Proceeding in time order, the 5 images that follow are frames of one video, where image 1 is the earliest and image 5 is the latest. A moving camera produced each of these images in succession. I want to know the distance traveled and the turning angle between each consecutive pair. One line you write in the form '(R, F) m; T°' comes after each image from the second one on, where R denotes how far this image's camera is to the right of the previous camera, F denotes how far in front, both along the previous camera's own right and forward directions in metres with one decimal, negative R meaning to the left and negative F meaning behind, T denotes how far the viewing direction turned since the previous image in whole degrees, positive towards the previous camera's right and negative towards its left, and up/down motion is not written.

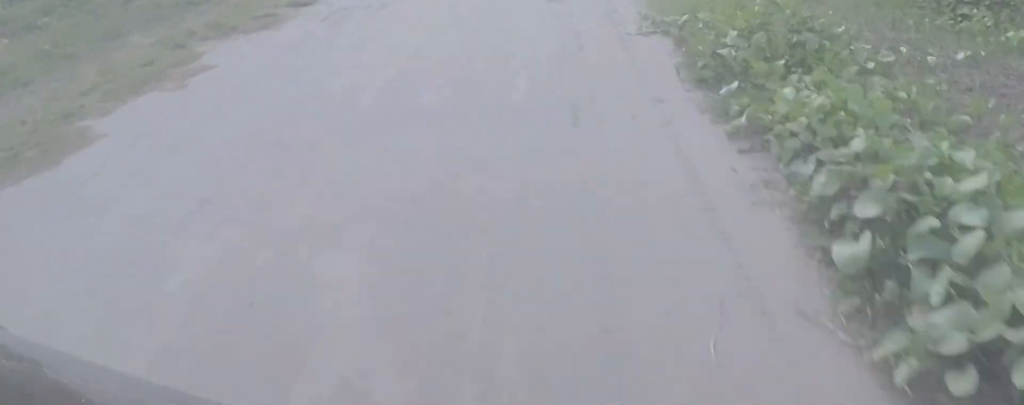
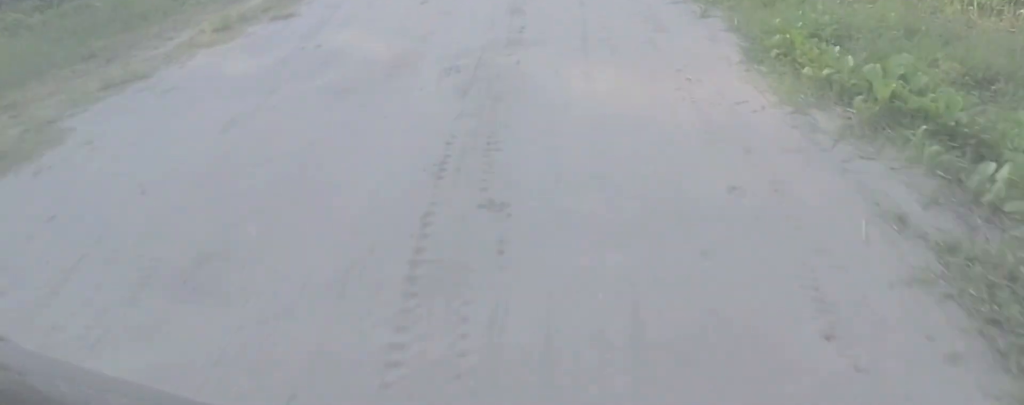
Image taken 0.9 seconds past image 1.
(+0.2, +7.9) m; +2°
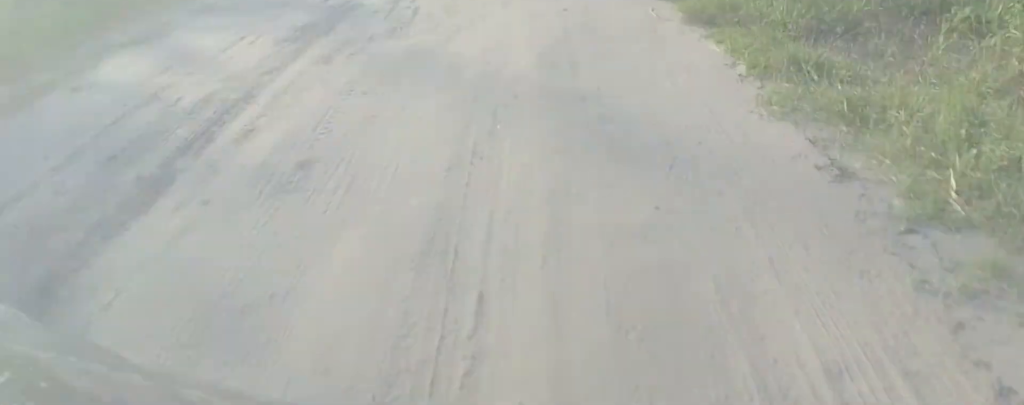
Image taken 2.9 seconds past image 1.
(+0.1, +17.8) m; 0°
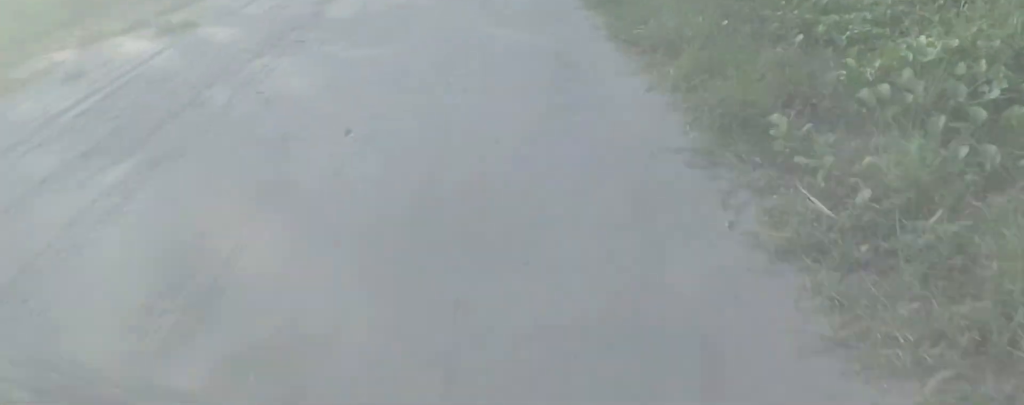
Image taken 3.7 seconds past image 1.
(0.0, +7.0) m; +1°
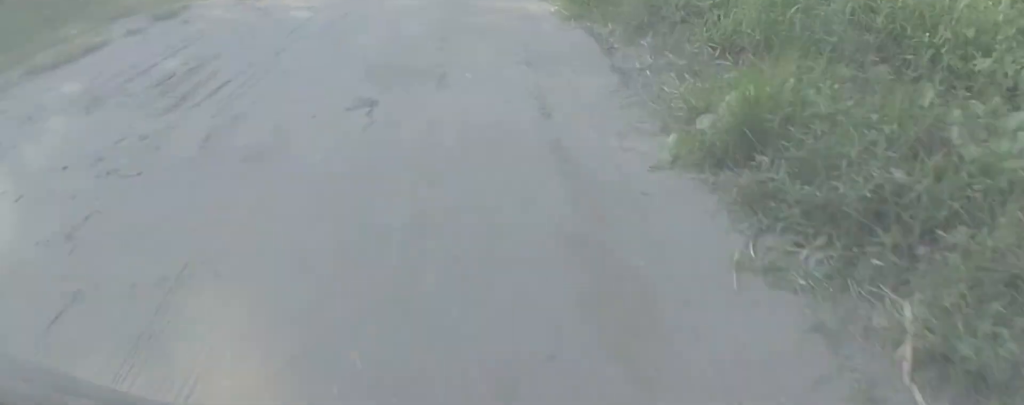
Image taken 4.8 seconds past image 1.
(+0.3, +10.8) m; -2°
